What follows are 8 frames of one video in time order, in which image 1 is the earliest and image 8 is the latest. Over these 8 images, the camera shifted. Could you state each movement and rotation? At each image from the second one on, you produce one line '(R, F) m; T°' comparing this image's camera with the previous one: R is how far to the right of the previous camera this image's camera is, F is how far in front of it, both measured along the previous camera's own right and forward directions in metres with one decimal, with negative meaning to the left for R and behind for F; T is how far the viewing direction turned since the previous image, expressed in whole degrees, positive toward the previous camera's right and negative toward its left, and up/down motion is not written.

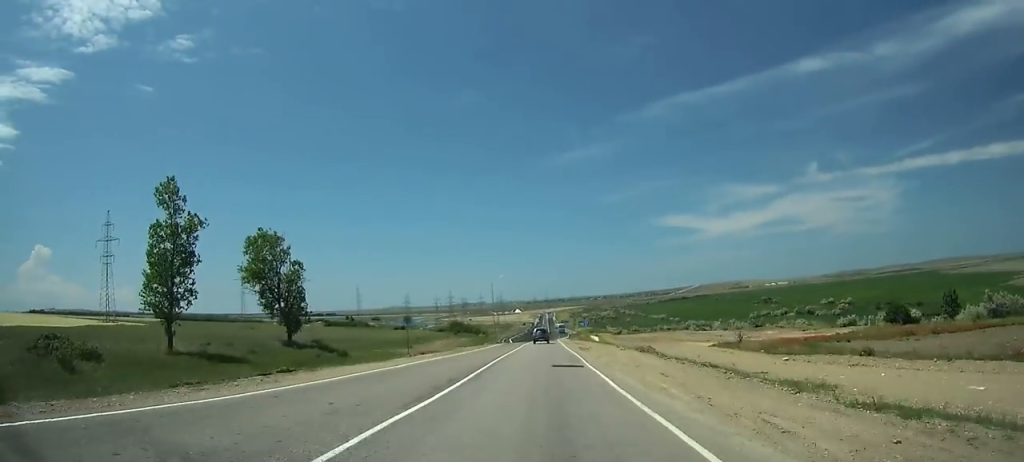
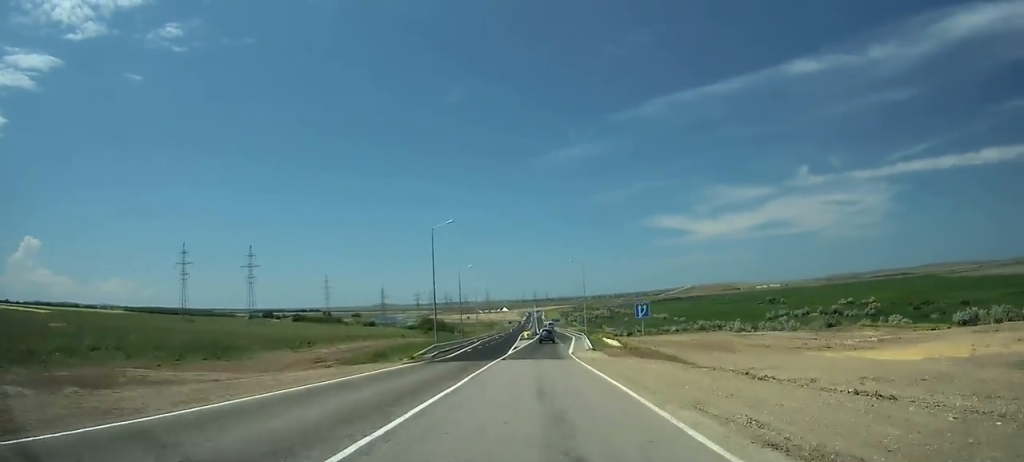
(+0.4, +58.8) m; +1°
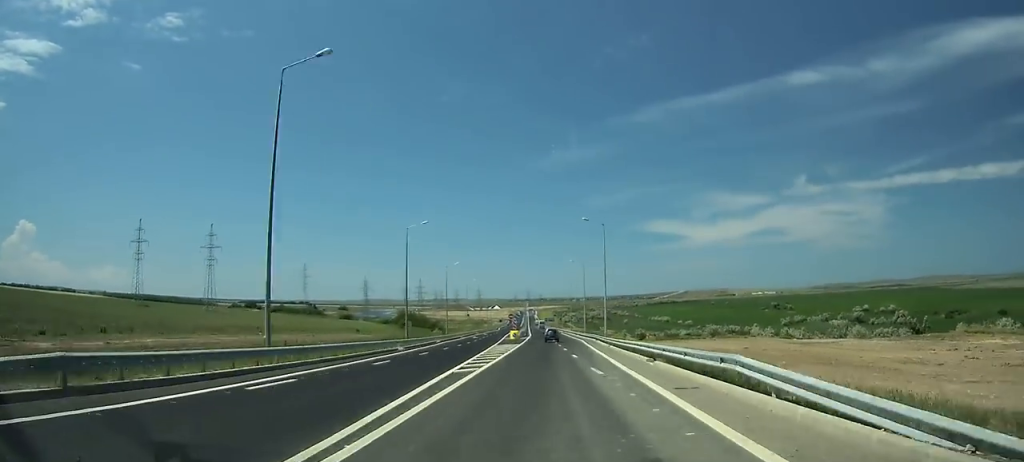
(-0.1, +38.3) m; +1°
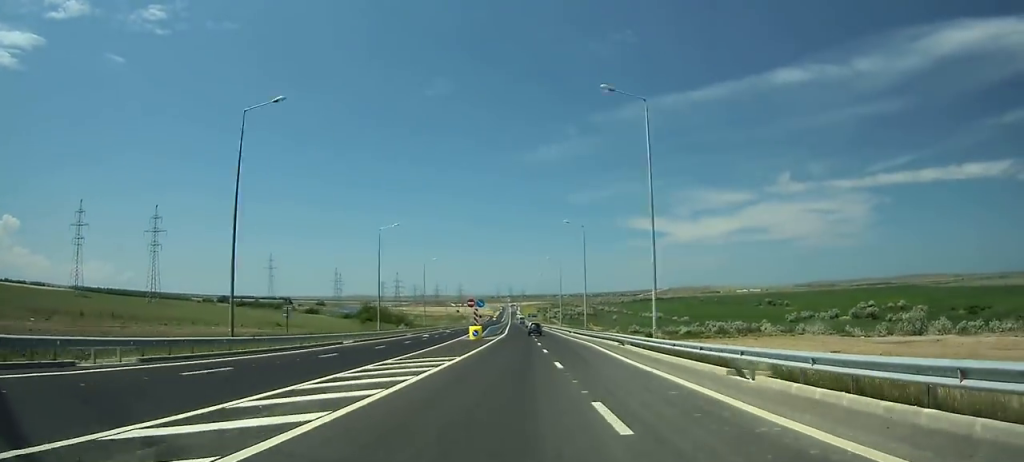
(+0.4, +34.8) m; 0°
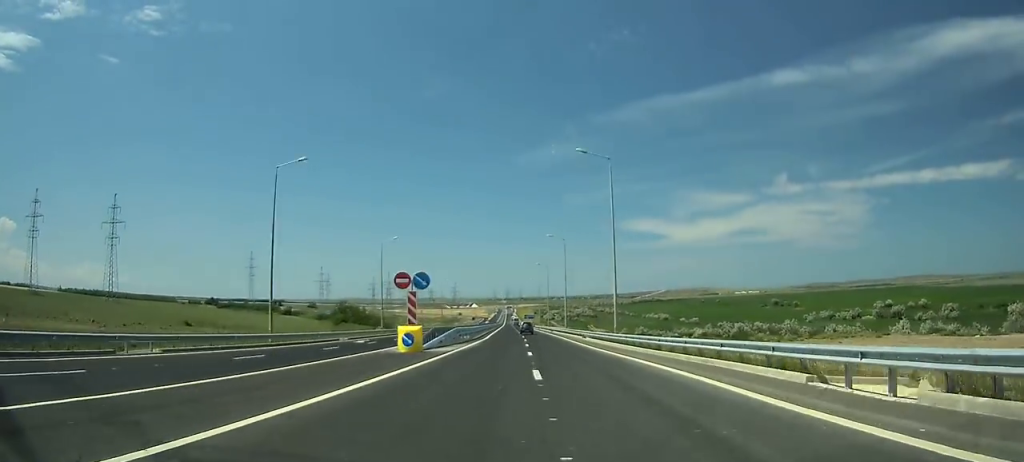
(+0.1, +28.3) m; 0°
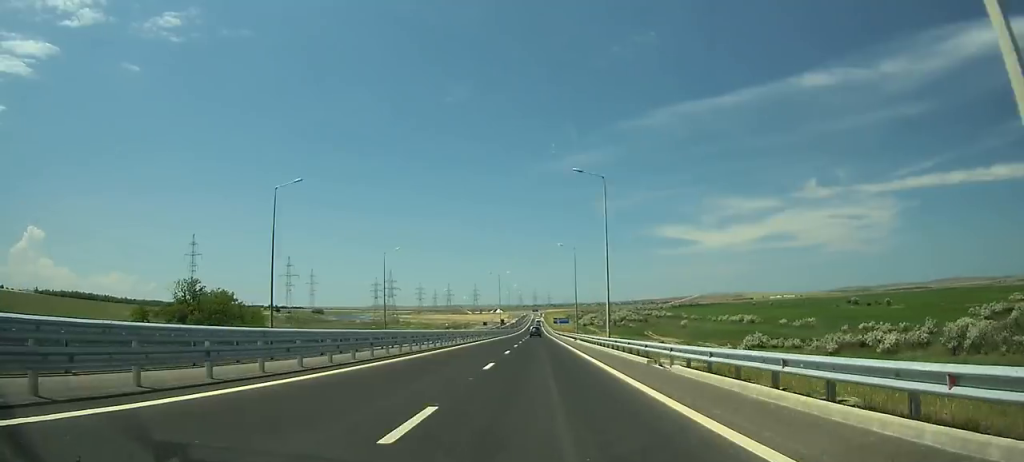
(-1.1, +116.3) m; -1°
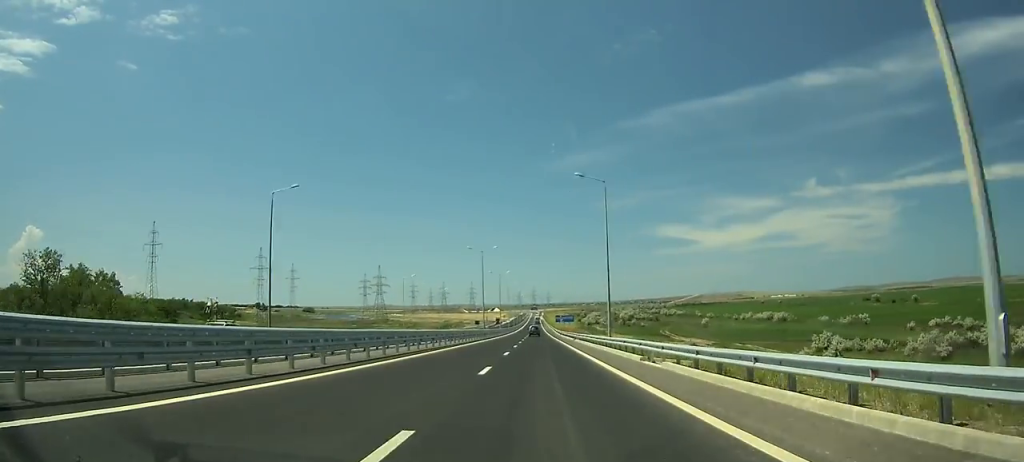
(-0.2, +38.7) m; 0°
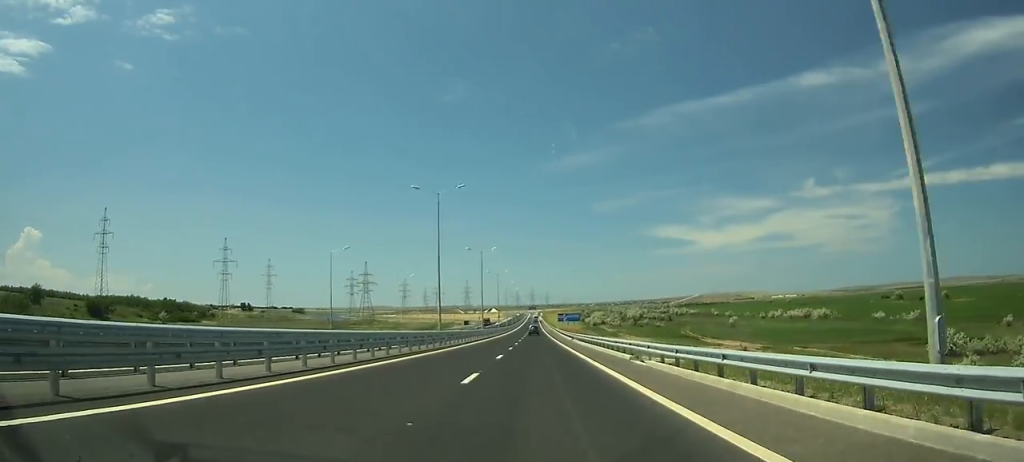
(0.0, +39.1) m; 0°
